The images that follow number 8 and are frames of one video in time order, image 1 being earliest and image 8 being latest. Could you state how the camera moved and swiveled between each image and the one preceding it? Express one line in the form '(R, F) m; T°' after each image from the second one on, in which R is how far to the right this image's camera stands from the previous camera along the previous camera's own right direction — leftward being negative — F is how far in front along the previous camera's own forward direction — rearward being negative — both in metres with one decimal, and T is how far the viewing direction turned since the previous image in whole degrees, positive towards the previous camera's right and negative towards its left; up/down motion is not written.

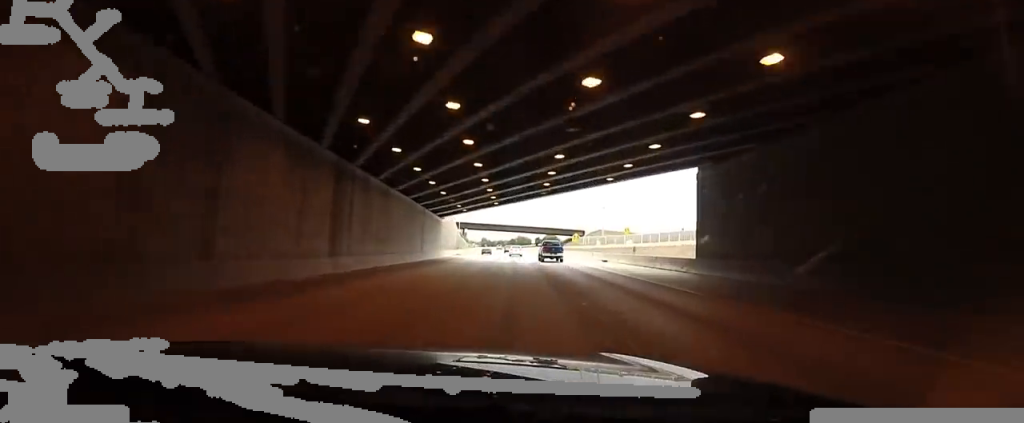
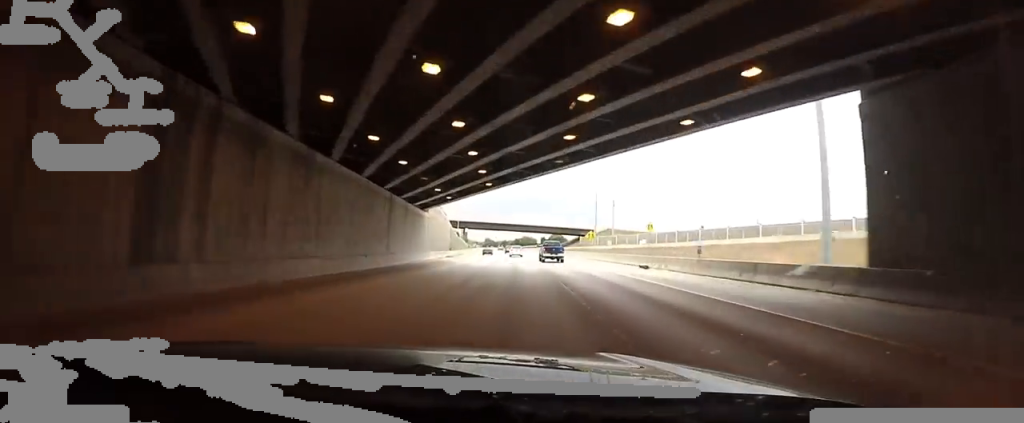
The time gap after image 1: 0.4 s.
(+0.1, +13.8) m; 0°
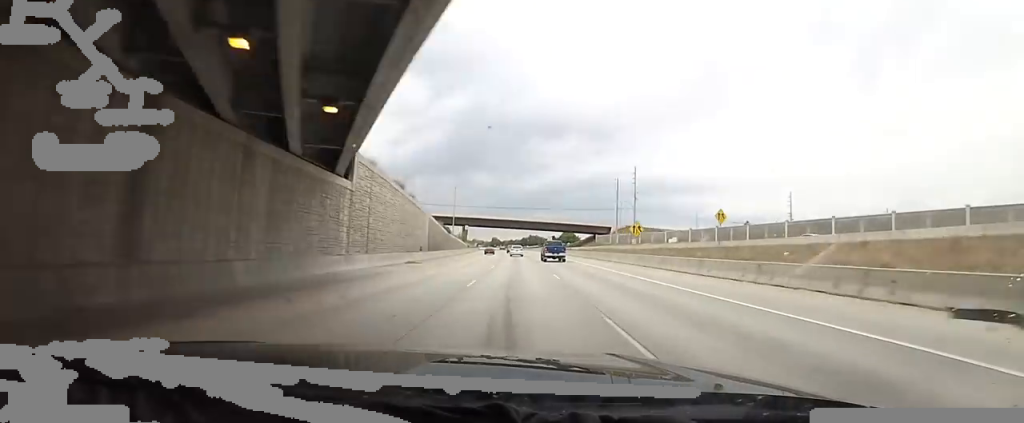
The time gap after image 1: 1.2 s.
(+0.8, +25.1) m; -4°
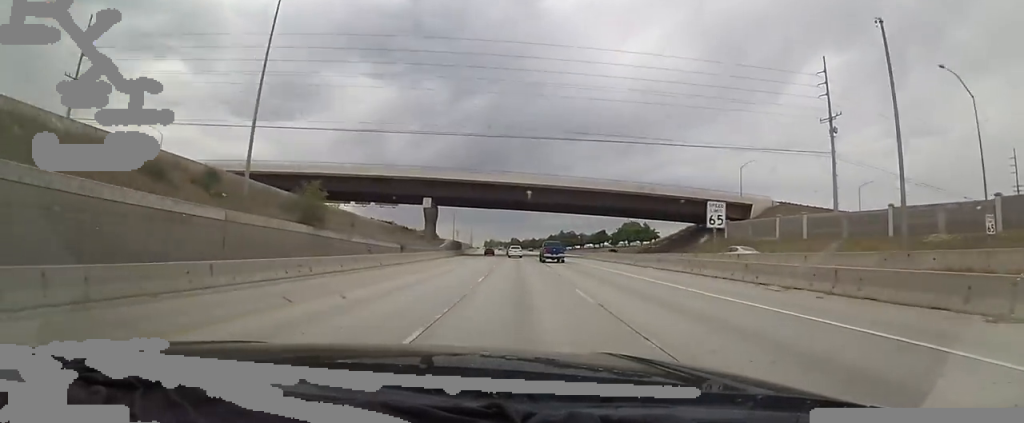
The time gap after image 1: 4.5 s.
(-10.7, +100.4) m; -6°
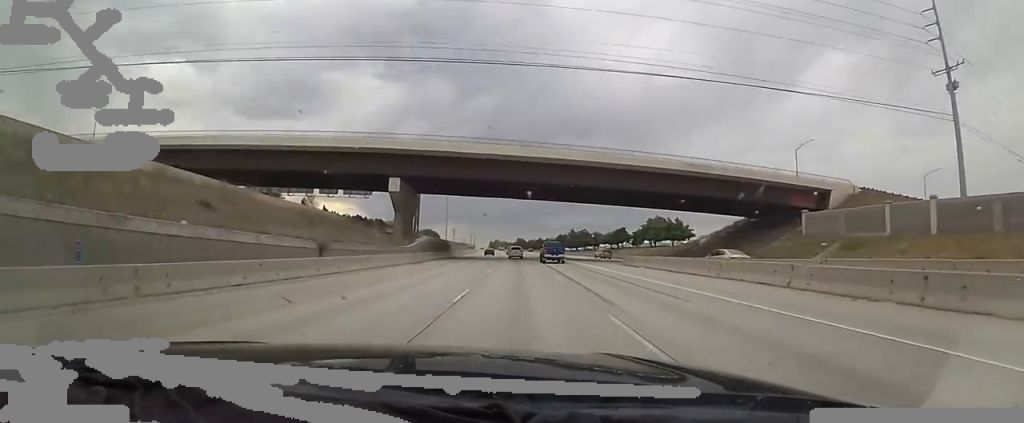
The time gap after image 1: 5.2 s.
(0.0, +21.6) m; 0°
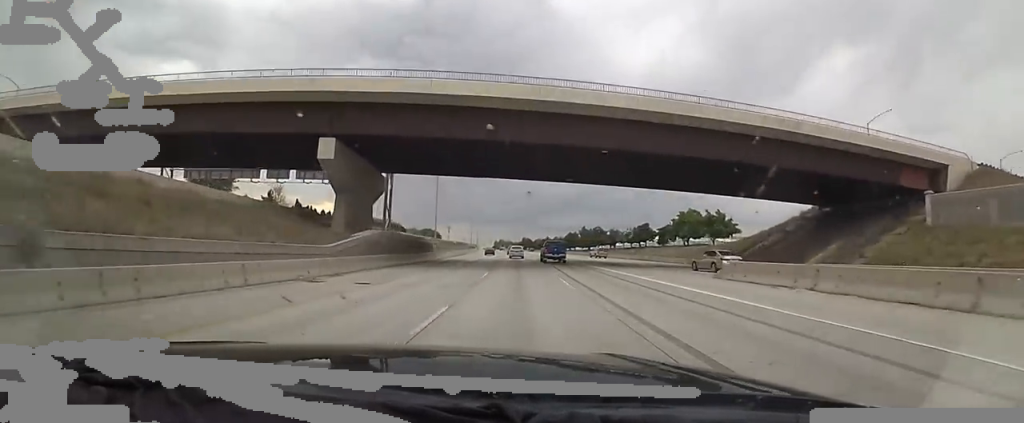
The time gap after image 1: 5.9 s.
(0.0, +19.7) m; -2°
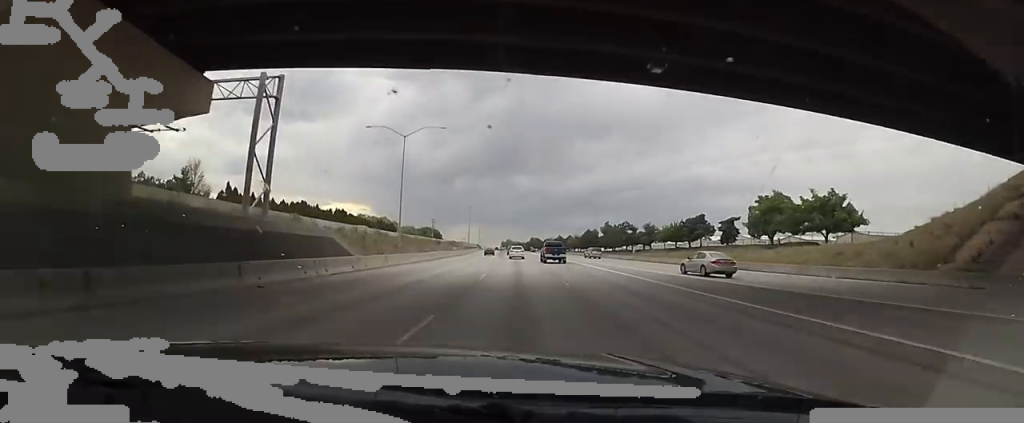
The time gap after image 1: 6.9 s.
(-0.9, +31.1) m; -1°
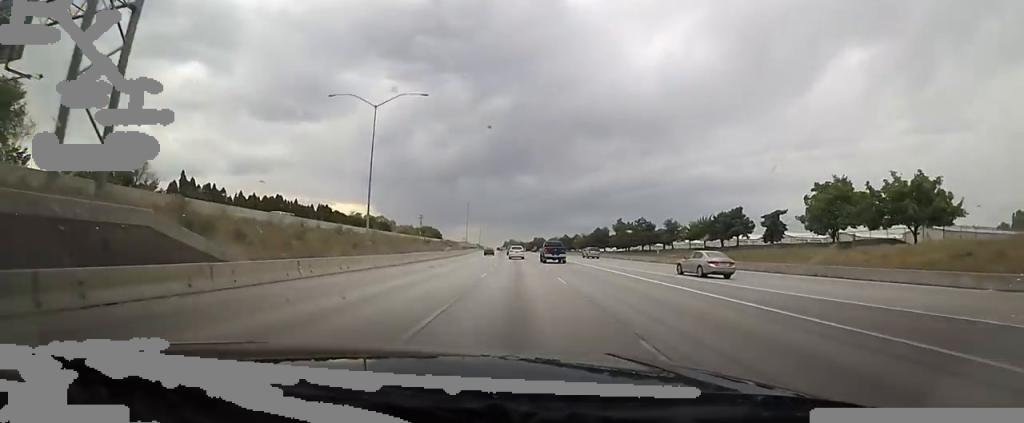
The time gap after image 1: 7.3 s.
(-0.6, +13.5) m; 0°
